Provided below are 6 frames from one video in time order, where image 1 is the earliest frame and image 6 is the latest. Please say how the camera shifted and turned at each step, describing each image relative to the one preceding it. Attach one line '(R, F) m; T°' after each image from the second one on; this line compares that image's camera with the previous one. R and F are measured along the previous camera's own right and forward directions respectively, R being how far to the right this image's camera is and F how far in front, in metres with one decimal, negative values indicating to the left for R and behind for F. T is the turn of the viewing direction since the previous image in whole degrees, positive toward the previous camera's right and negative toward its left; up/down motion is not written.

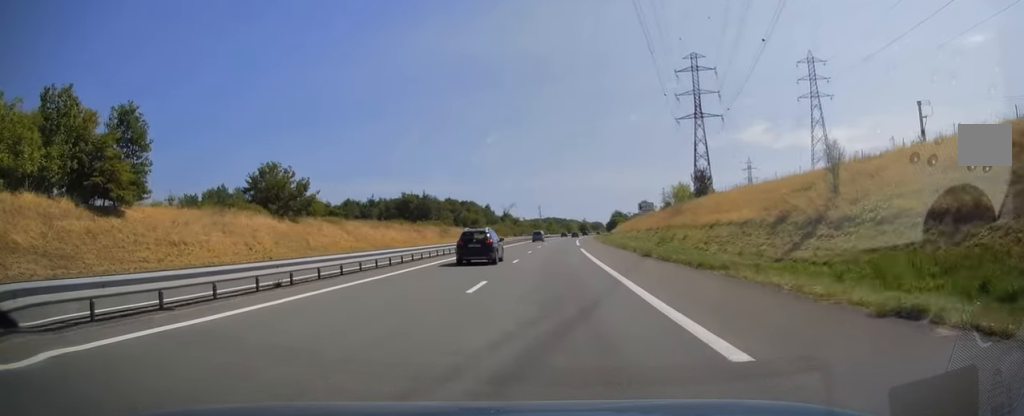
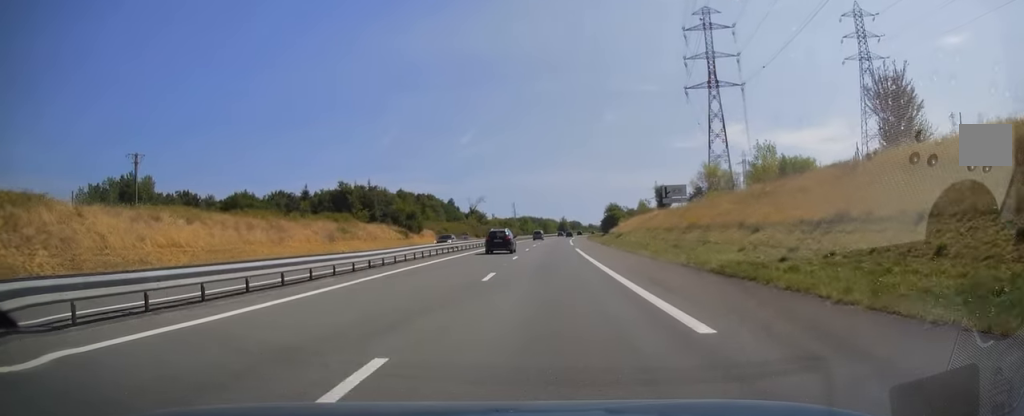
(+0.6, +50.1) m; +2°
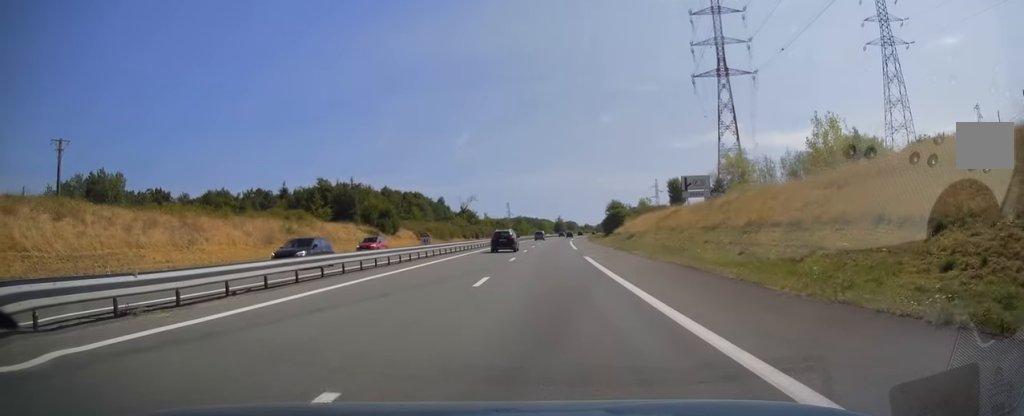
(+0.1, +14.5) m; +1°
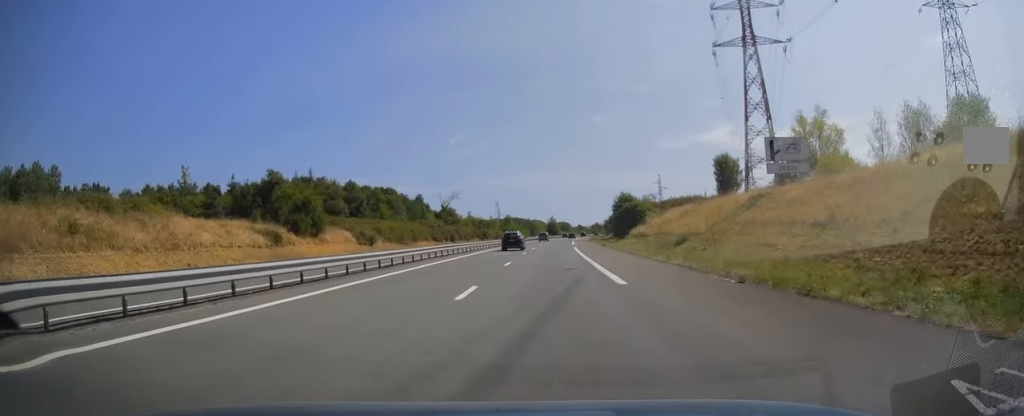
(+0.3, +32.6) m; +1°
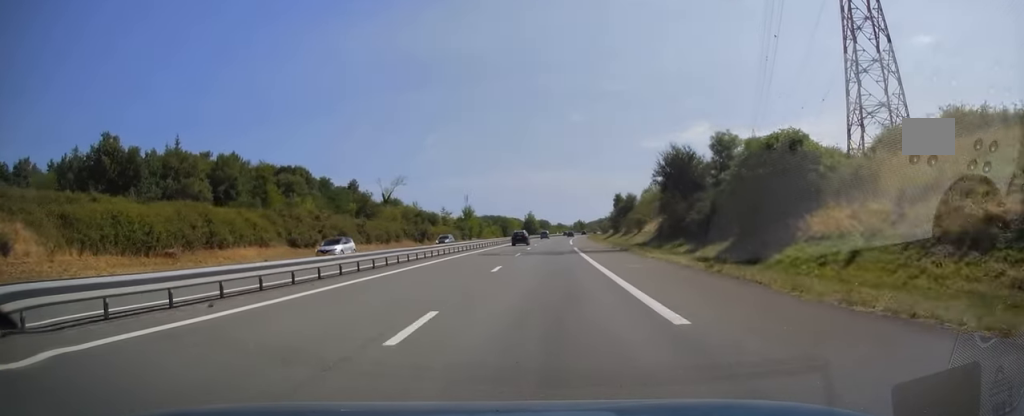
(+1.1, +60.1) m; +2°
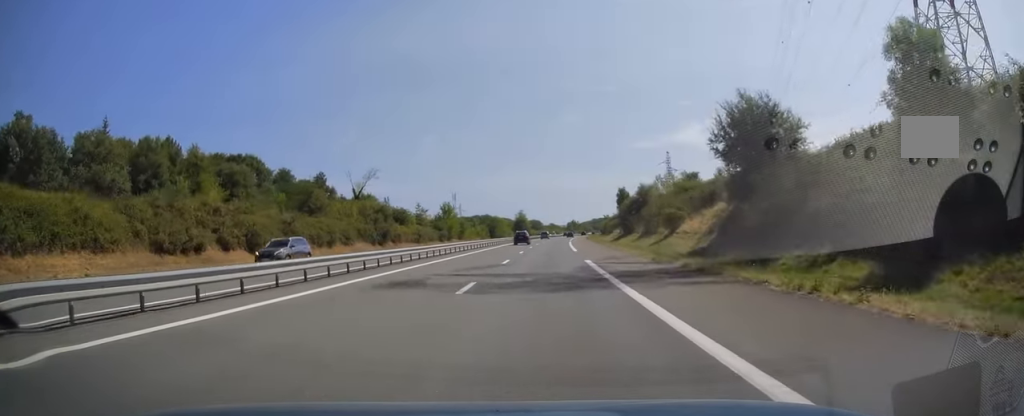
(+0.1, +20.6) m; 0°
